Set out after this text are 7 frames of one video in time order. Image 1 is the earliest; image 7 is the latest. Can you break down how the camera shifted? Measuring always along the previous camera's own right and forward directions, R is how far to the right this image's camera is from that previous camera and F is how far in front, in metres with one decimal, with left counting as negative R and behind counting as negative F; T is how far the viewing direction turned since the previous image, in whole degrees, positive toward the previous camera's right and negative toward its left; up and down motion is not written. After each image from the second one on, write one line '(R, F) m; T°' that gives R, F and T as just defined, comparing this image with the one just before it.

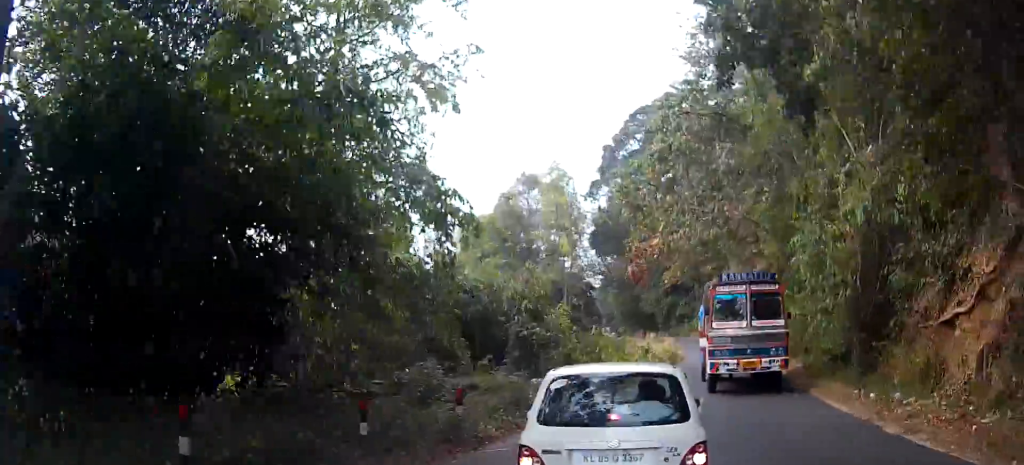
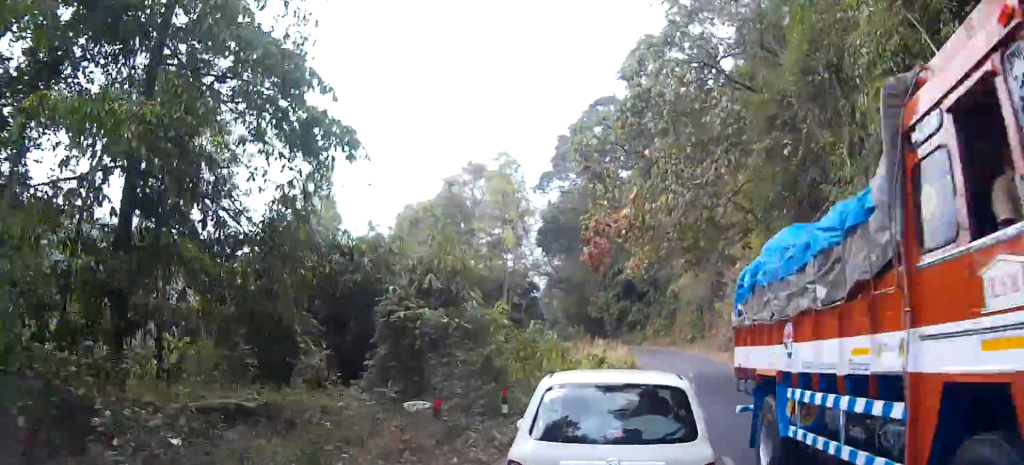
(+0.3, +7.9) m; +5°
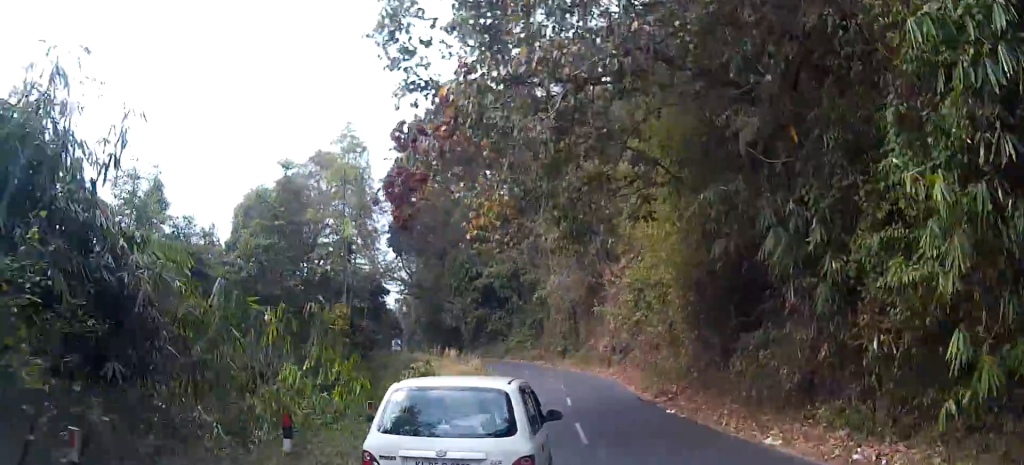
(+0.6, +10.8) m; +3°
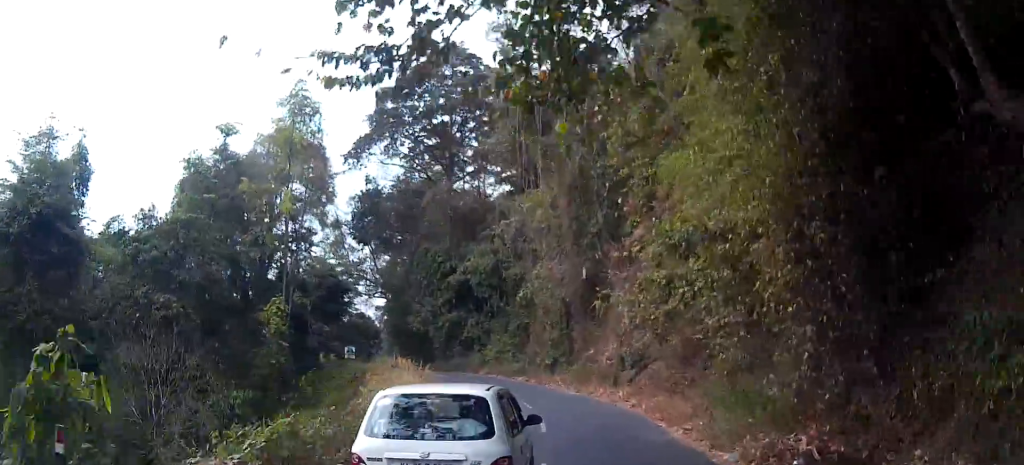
(0.0, +12.1) m; +3°
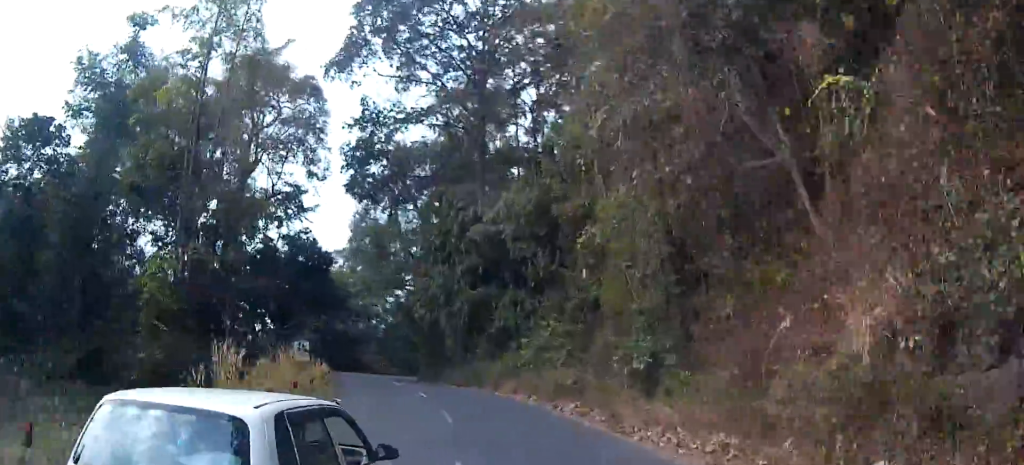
(+0.1, +21.2) m; -6°
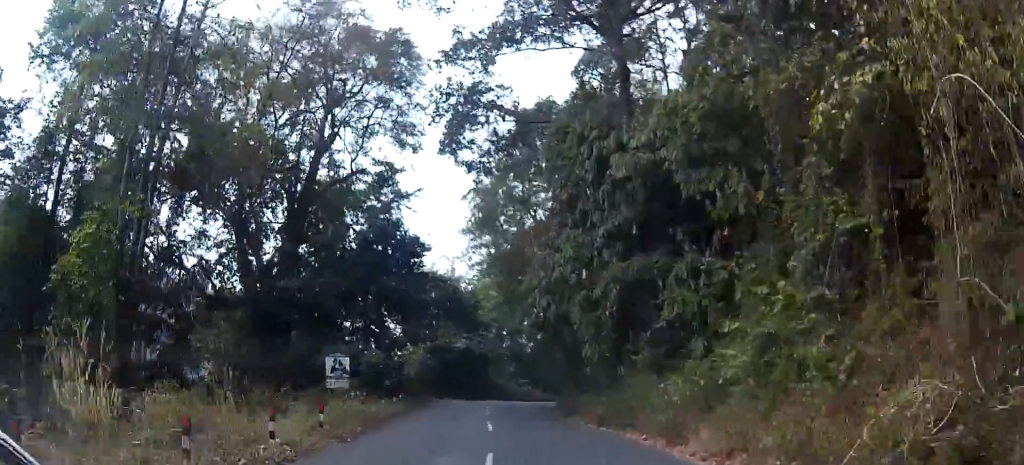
(-0.8, +12.6) m; -7°
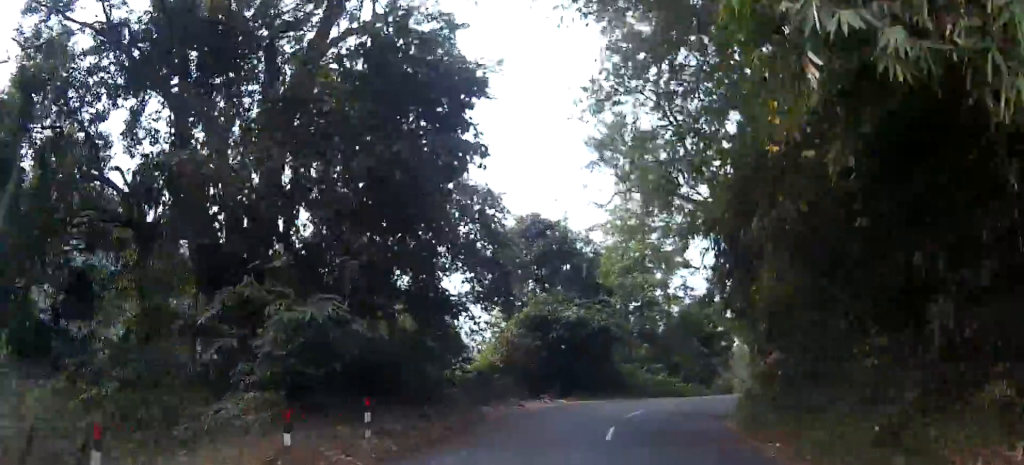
(-0.9, +17.1) m; -5°
